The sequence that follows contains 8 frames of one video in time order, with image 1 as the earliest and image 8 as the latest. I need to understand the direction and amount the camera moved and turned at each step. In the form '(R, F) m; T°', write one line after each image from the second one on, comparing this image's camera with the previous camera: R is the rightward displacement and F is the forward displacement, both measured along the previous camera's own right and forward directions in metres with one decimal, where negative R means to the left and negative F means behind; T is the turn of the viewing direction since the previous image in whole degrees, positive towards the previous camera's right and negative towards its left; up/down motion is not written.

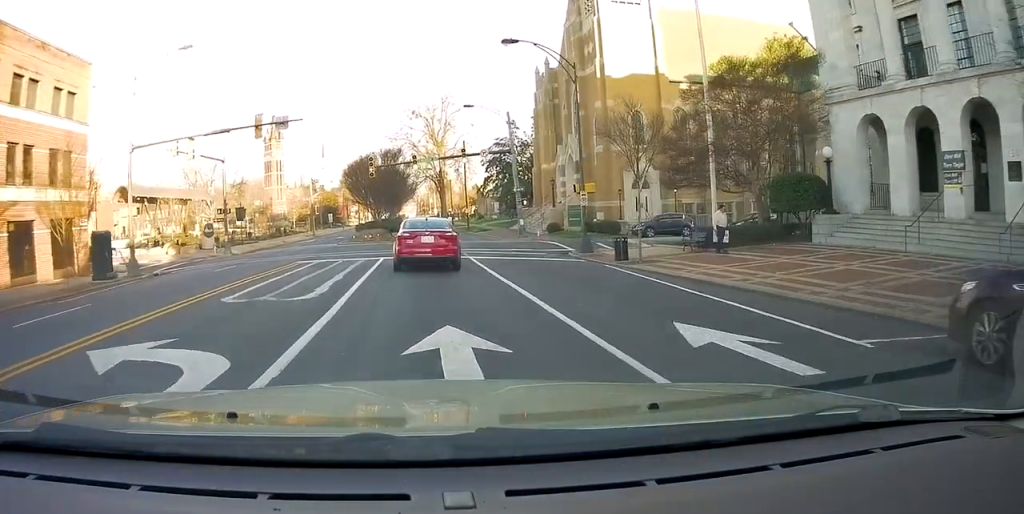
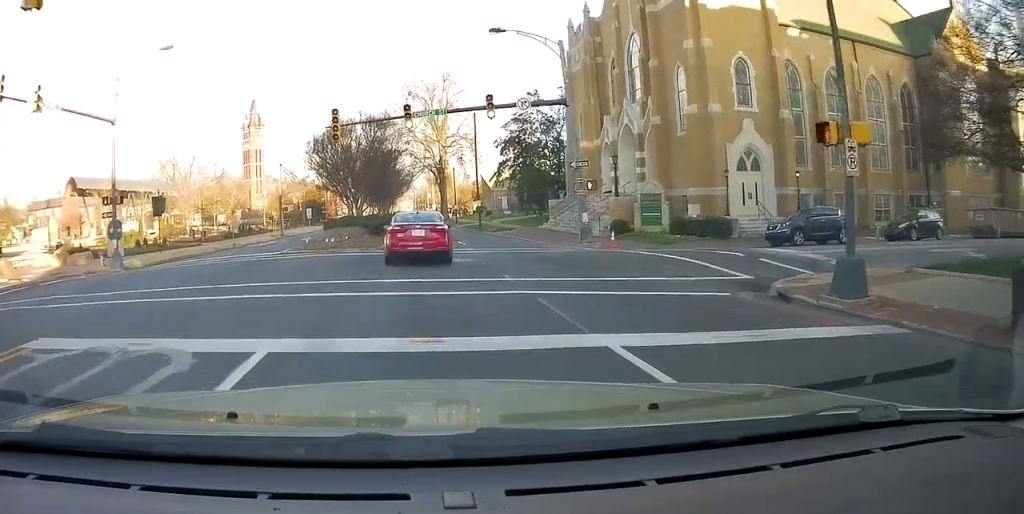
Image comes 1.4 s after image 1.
(-0.3, +17.5) m; -2°
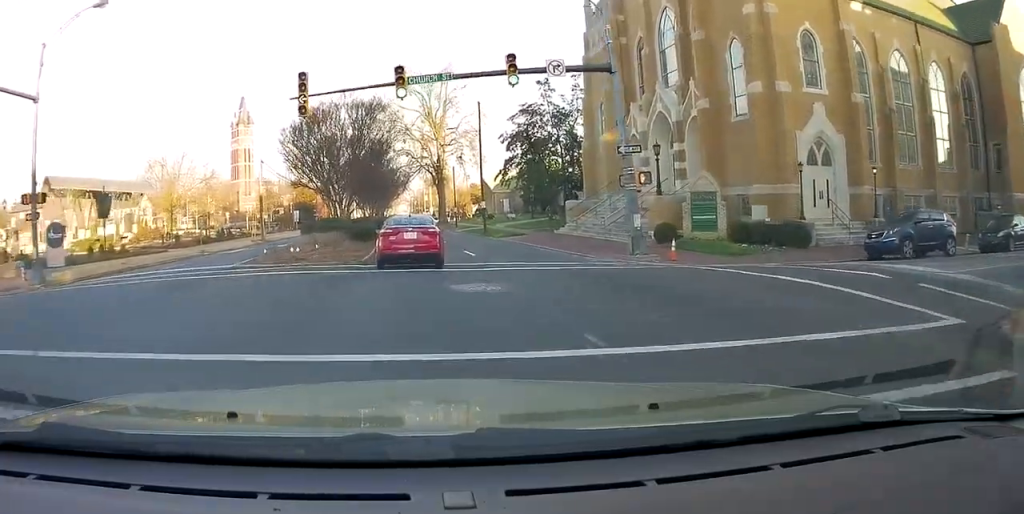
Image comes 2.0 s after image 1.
(-0.2, +6.8) m; 0°
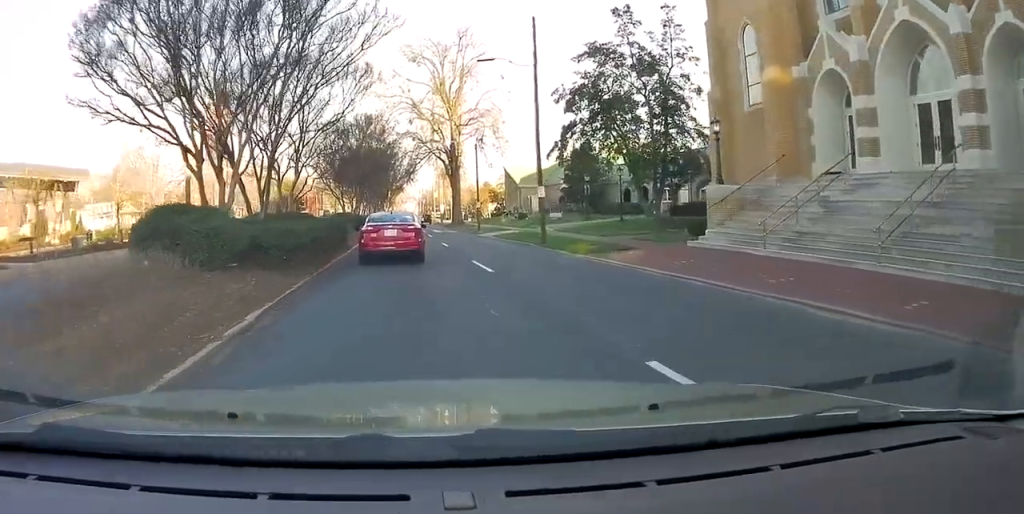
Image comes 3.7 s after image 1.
(+0.8, +20.6) m; +2°
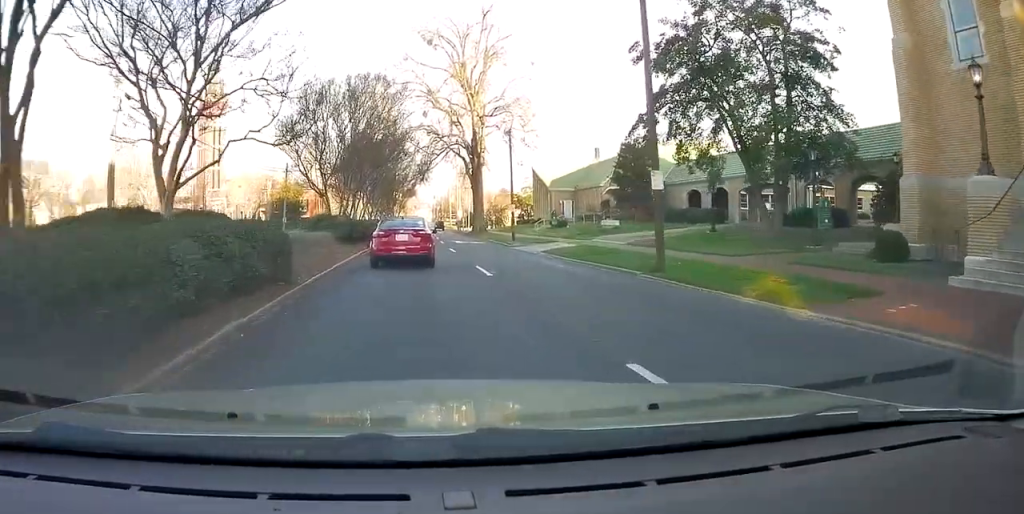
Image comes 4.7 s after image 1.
(-0.1, +11.8) m; -4°
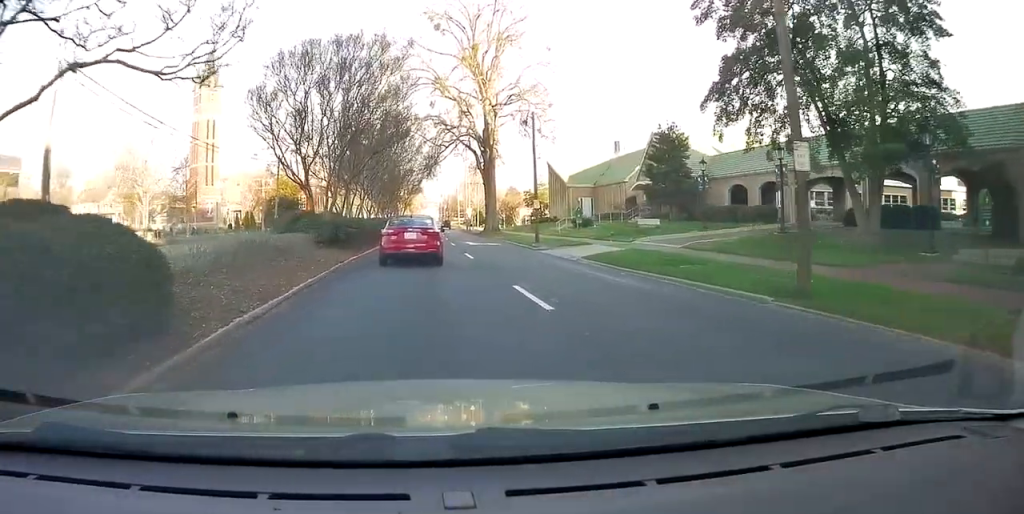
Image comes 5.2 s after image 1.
(0.0, +5.8) m; -2°
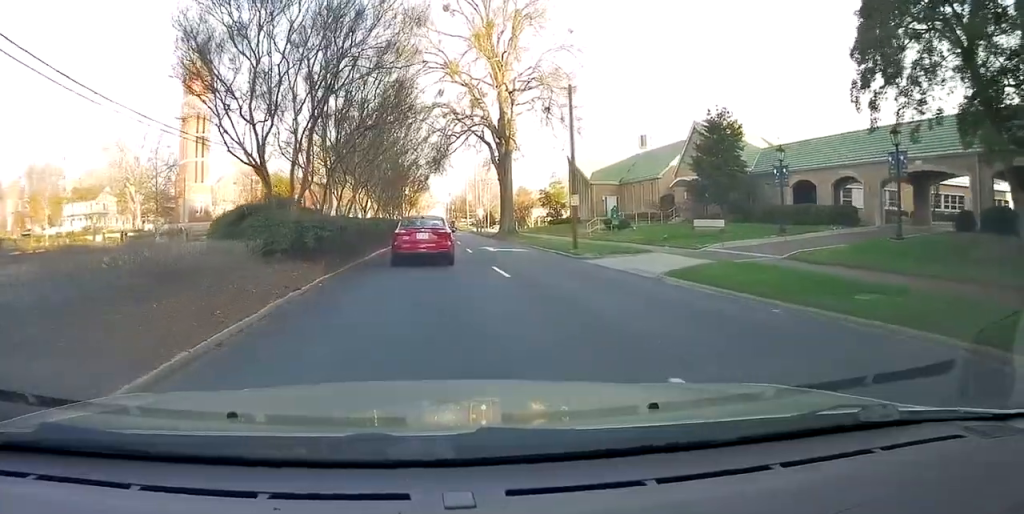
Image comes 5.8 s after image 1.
(-0.6, +7.0) m; 0°
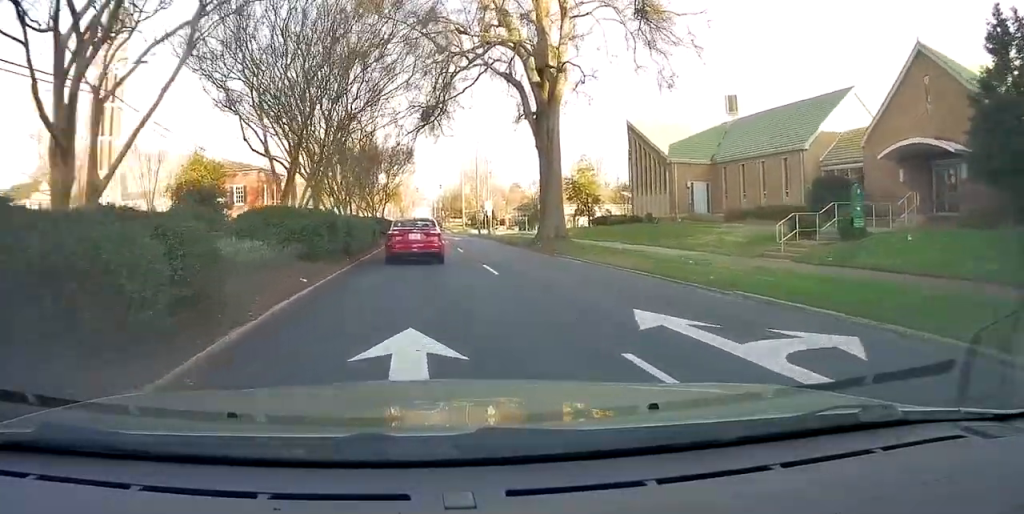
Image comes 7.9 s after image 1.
(+1.7, +24.1) m; +4°
